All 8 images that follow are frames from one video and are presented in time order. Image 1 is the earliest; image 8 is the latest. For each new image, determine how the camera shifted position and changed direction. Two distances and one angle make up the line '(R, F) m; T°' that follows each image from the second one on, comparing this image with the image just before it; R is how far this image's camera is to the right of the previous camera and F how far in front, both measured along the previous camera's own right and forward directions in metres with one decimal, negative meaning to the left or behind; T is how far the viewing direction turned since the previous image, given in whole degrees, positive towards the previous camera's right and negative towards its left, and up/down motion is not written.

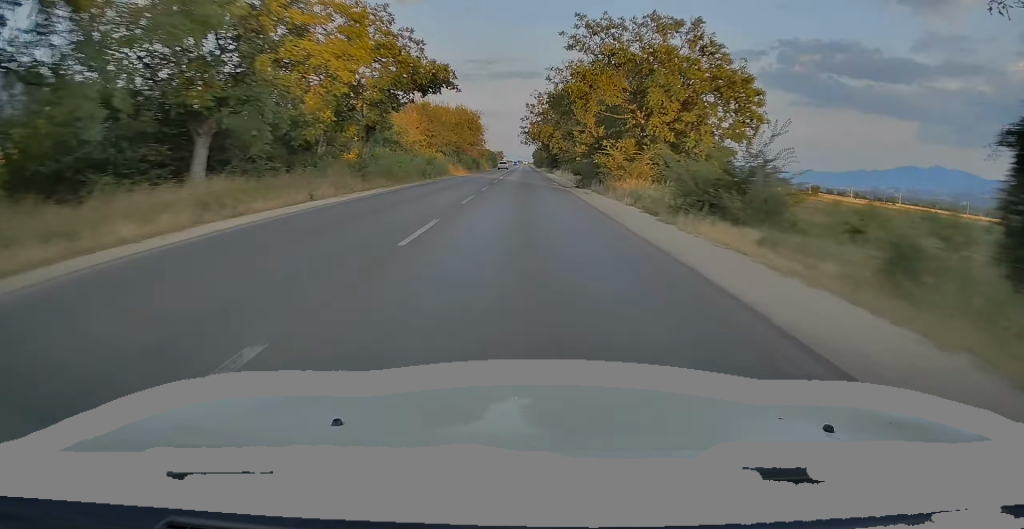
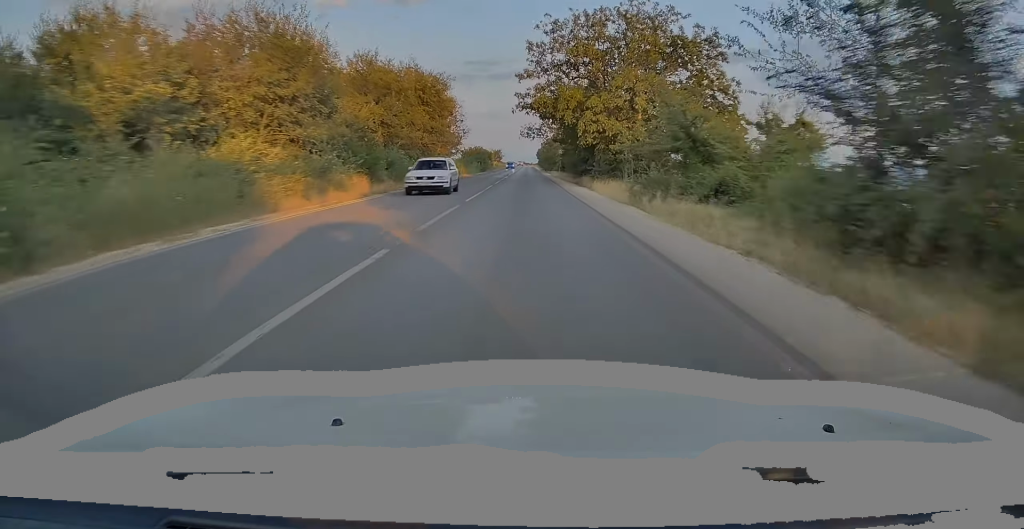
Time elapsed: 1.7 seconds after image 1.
(0.0, +43.5) m; 0°
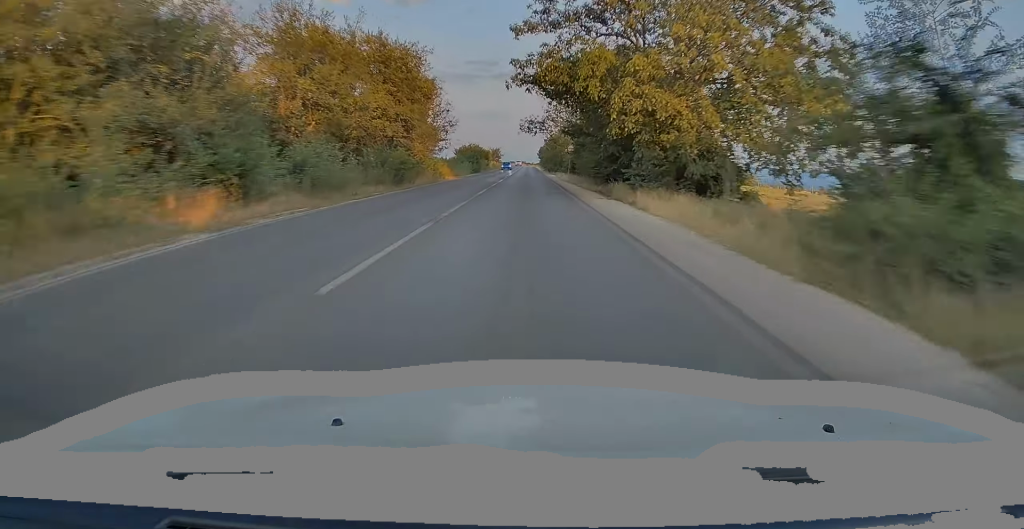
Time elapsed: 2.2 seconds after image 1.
(+0.1, +14.8) m; 0°
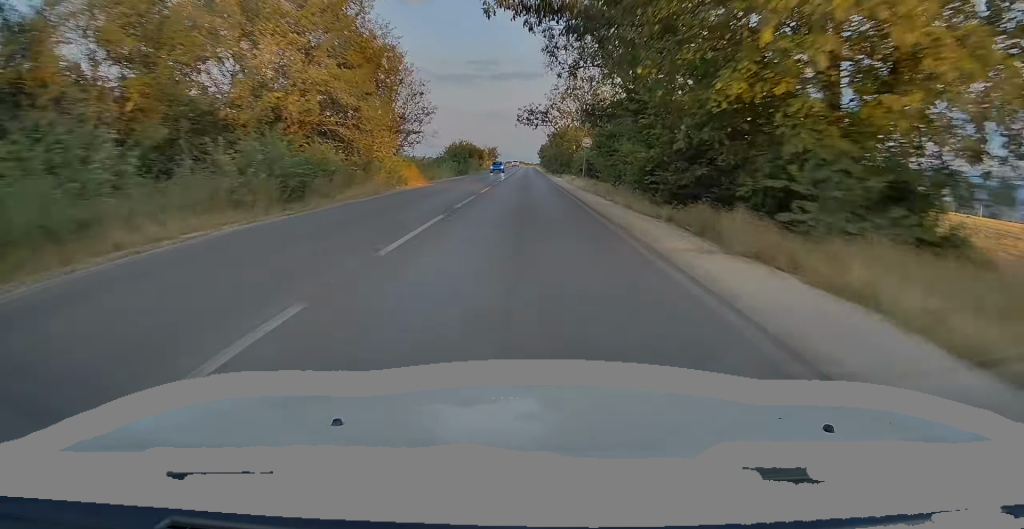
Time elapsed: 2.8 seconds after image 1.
(-0.3, +15.6) m; 0°
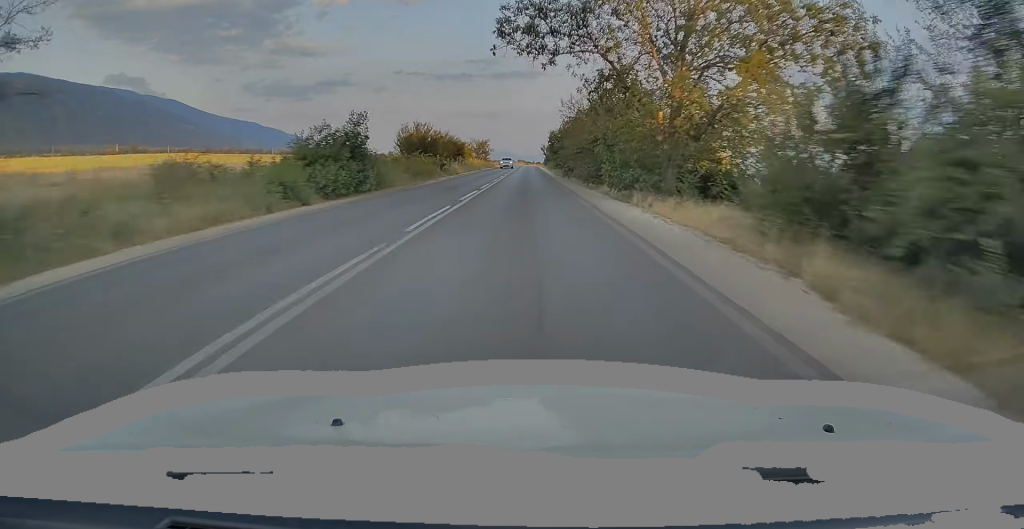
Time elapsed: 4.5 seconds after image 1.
(0.0, +42.9) m; 0°
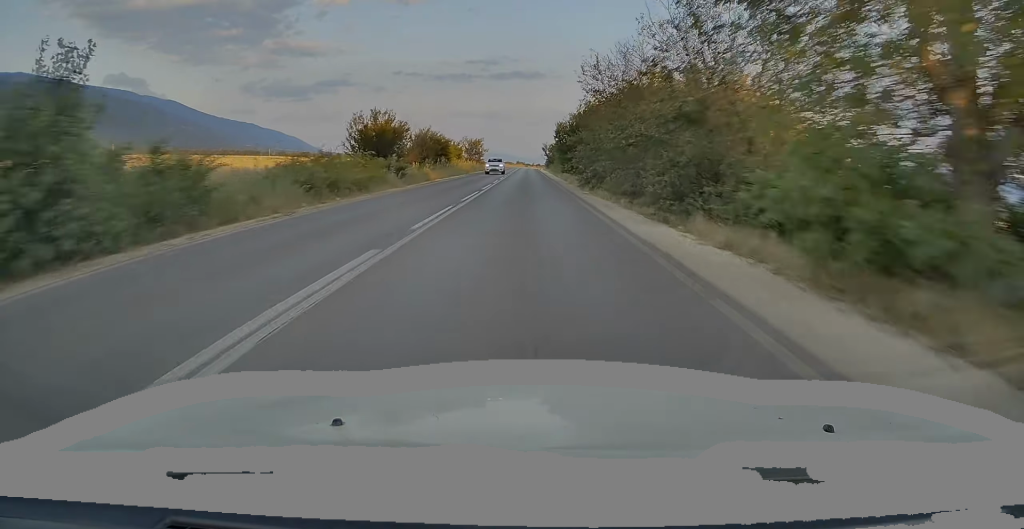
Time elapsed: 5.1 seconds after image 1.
(-0.2, +17.5) m; 0°
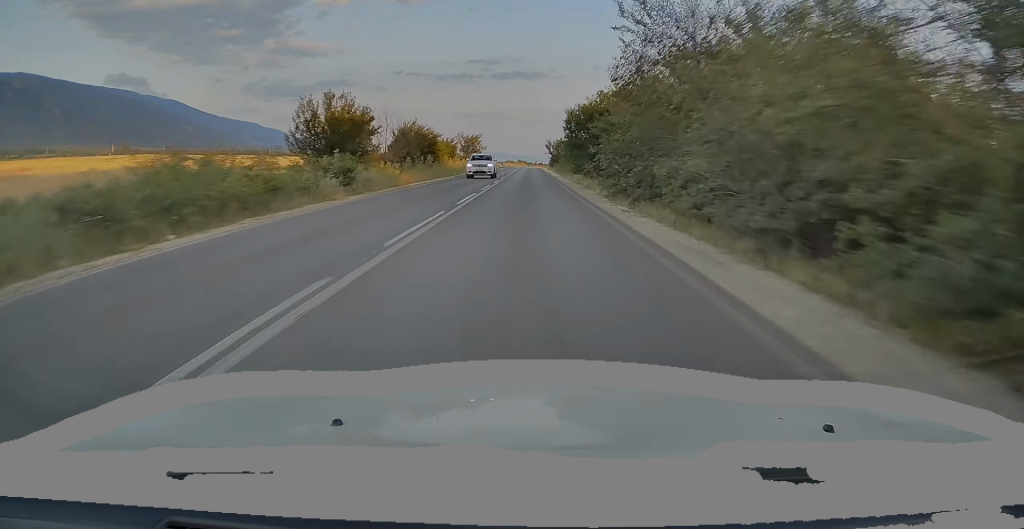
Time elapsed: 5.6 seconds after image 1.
(+0.1, +11.4) m; 0°
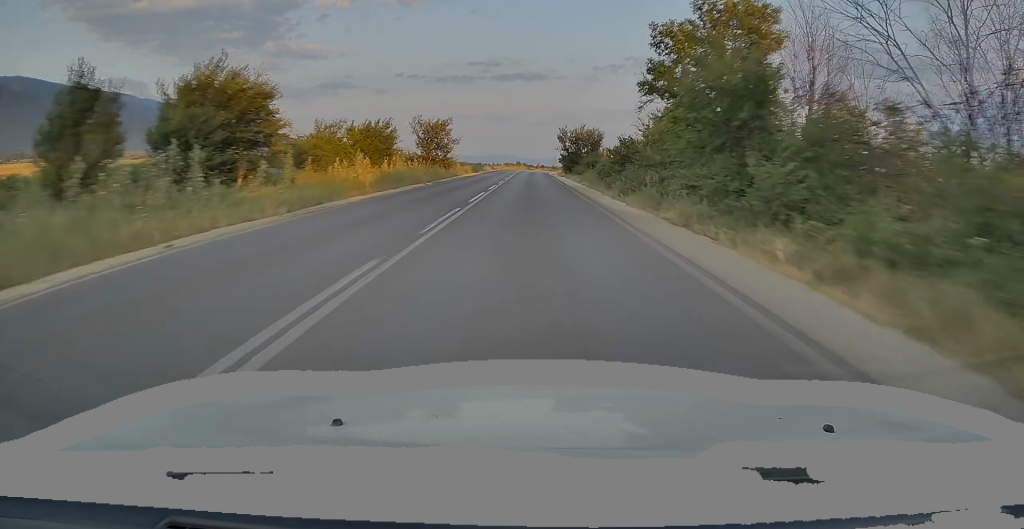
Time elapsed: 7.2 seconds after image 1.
(-0.2, +43.8) m; 0°
